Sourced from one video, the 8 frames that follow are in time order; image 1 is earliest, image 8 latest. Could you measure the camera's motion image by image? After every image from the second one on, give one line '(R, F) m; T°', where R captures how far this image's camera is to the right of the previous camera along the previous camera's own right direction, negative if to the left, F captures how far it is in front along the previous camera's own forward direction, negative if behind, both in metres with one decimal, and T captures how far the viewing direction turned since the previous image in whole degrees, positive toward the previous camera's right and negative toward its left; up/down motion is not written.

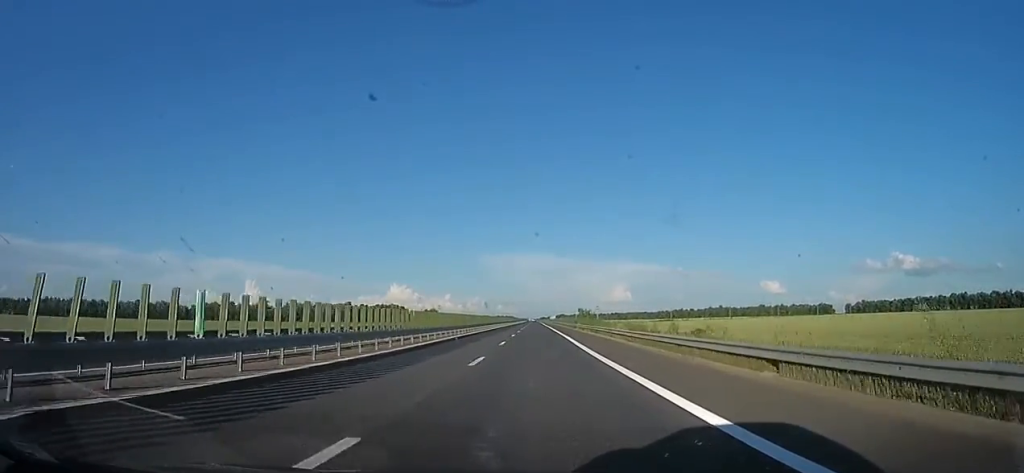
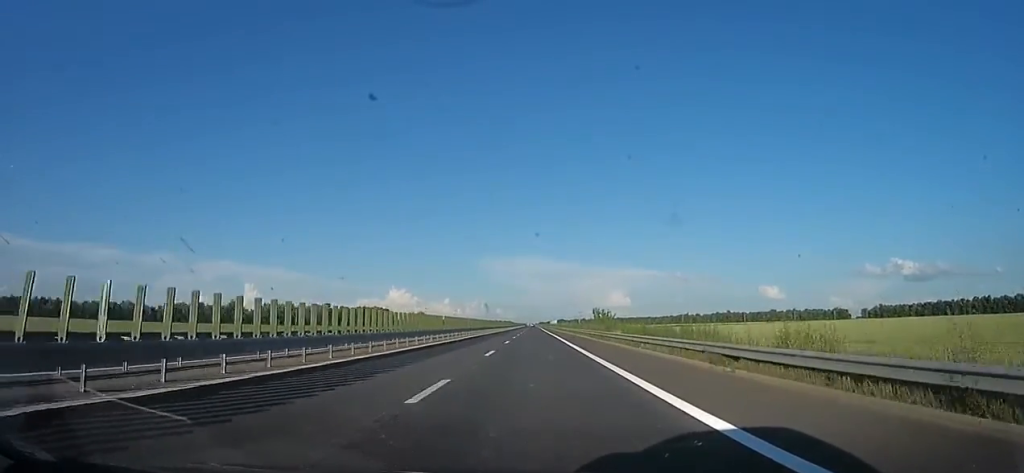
(+0.8, +30.4) m; 0°
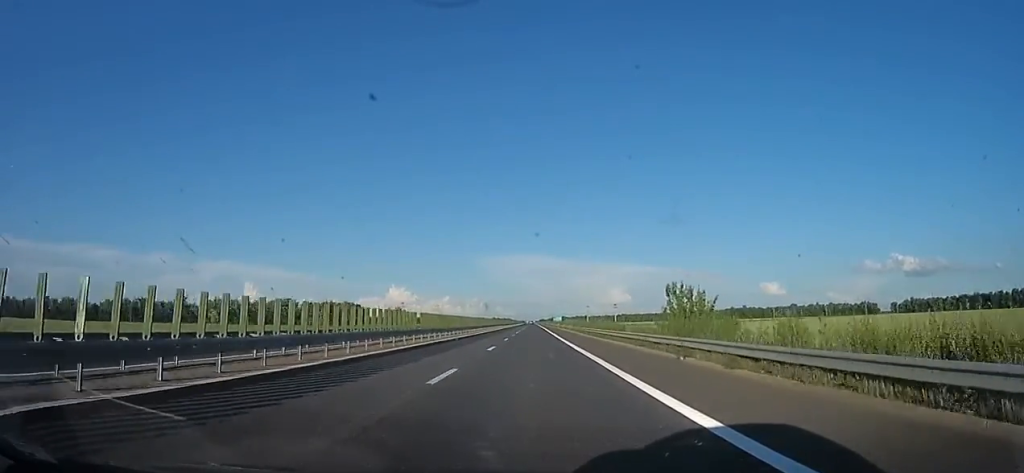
(-0.6, +45.7) m; 0°
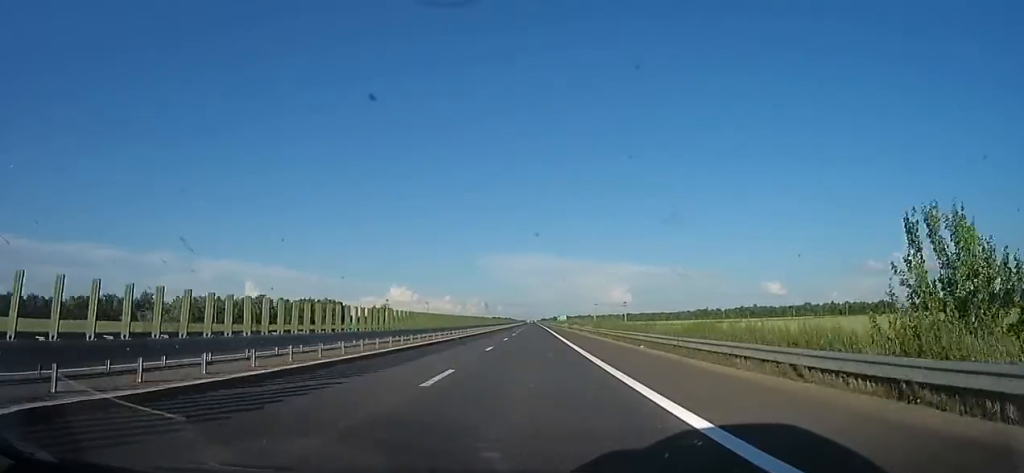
(+0.6, +24.4) m; 0°
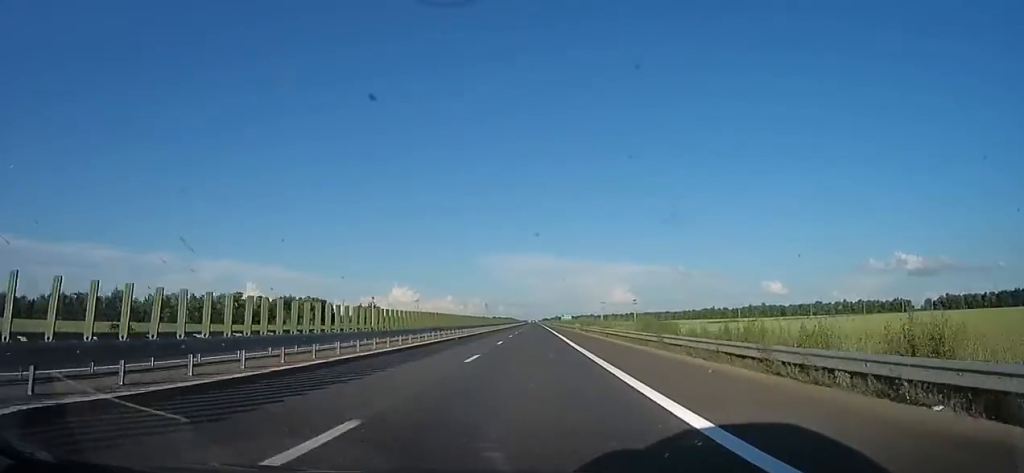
(-0.7, +18.5) m; 0°
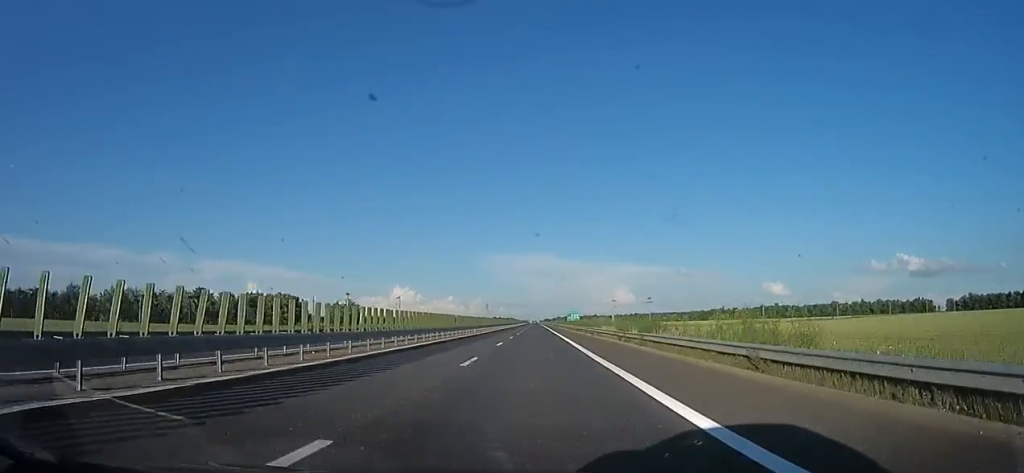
(0.0, +25.0) m; 0°
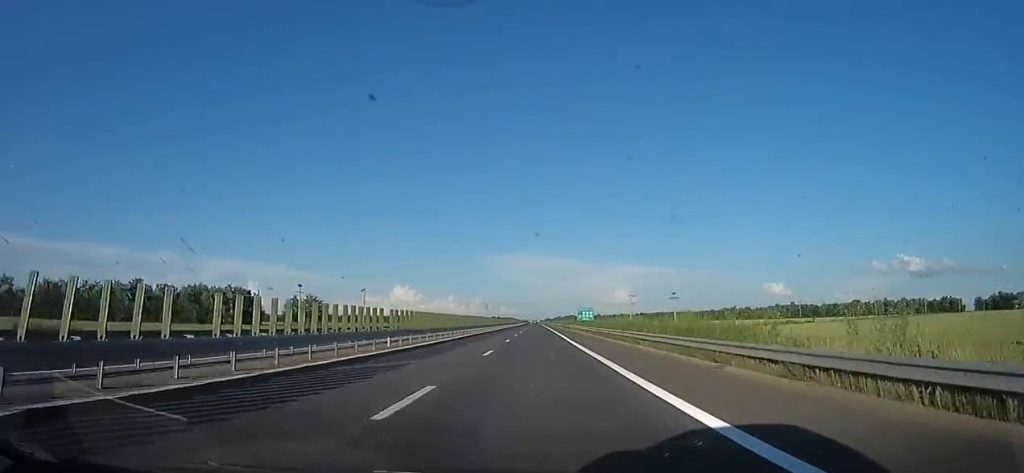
(+0.6, +31.5) m; 0°
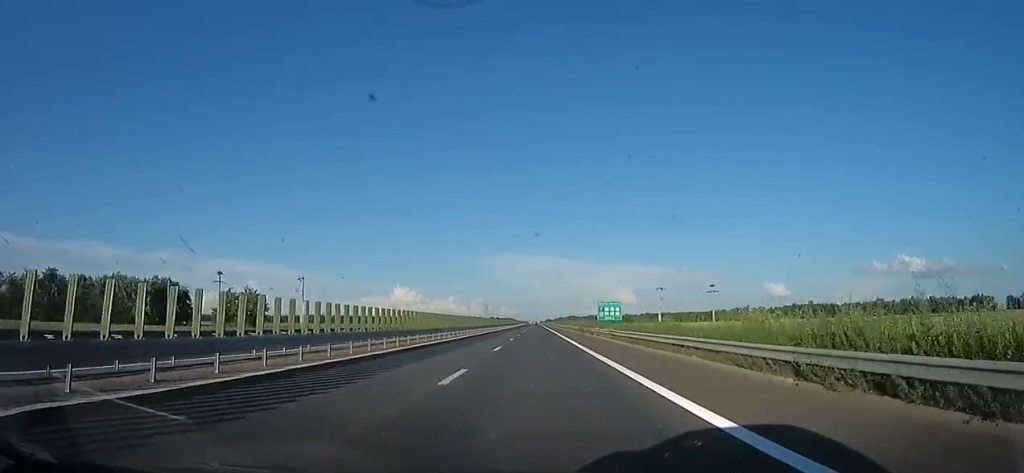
(-1.0, +32.6) m; 0°
